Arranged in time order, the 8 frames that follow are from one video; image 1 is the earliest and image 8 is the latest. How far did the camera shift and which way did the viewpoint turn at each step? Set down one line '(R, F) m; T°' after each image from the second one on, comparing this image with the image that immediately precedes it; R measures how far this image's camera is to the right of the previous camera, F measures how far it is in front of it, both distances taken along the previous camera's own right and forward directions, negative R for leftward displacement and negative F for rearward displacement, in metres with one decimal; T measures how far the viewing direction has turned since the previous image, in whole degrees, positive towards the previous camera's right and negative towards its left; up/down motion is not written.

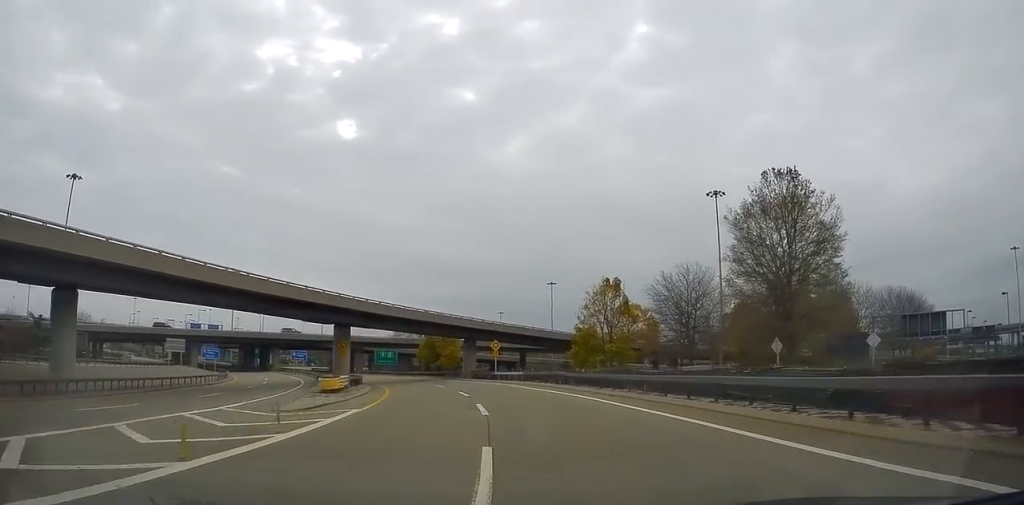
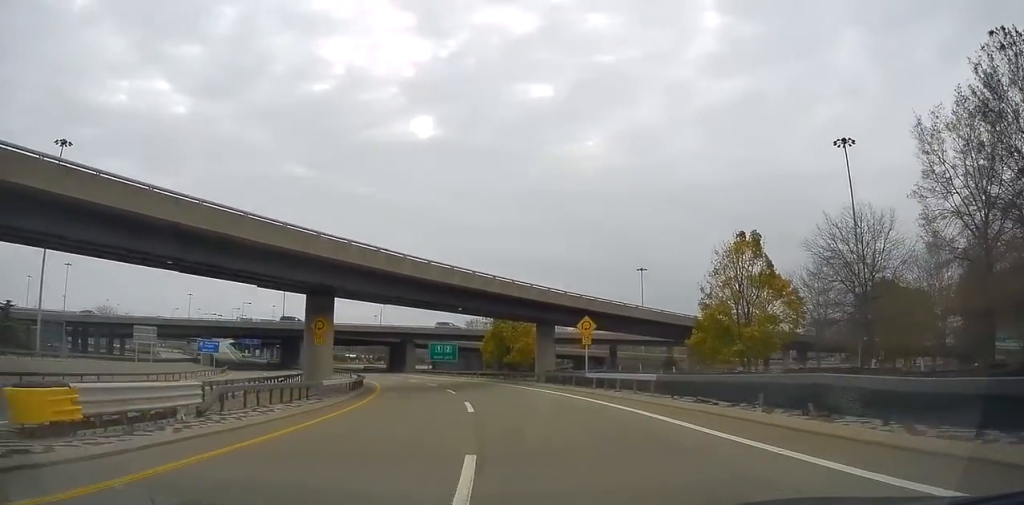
(-0.8, +23.1) m; -6°
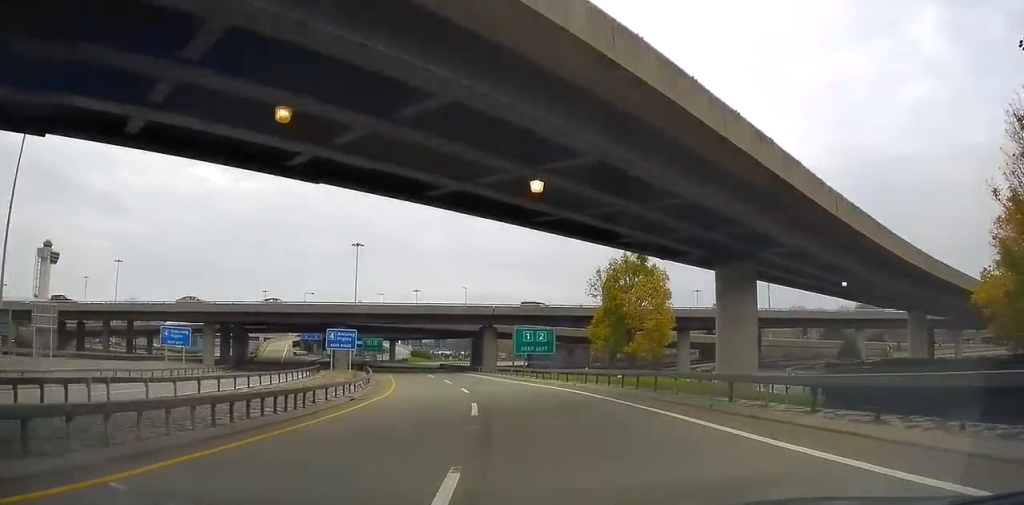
(-1.9, +26.7) m; -9°
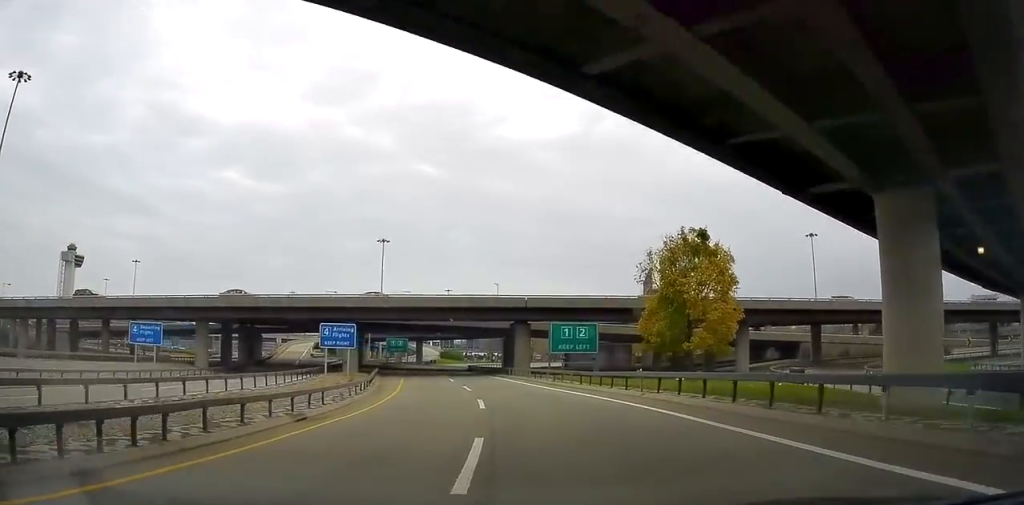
(-0.3, +9.0) m; -3°
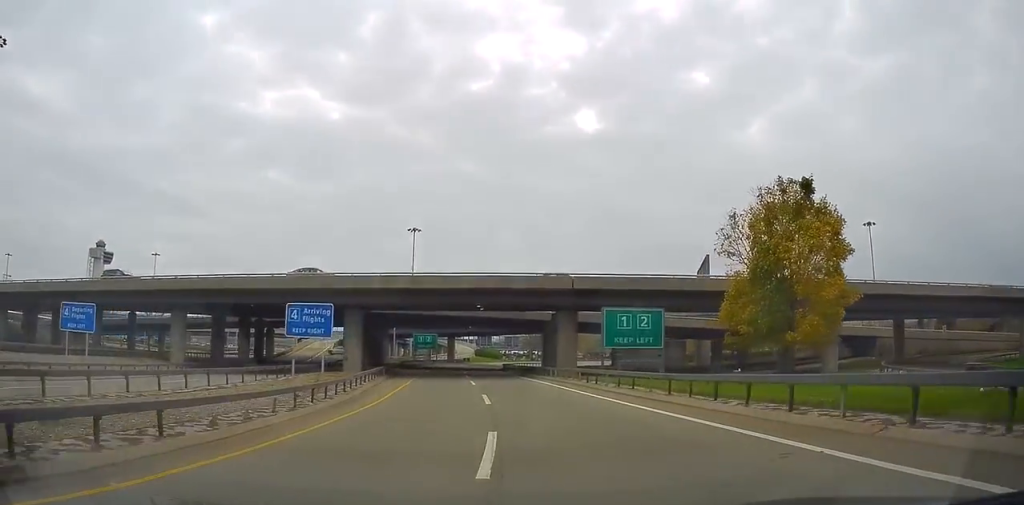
(-0.3, +11.5) m; -4°
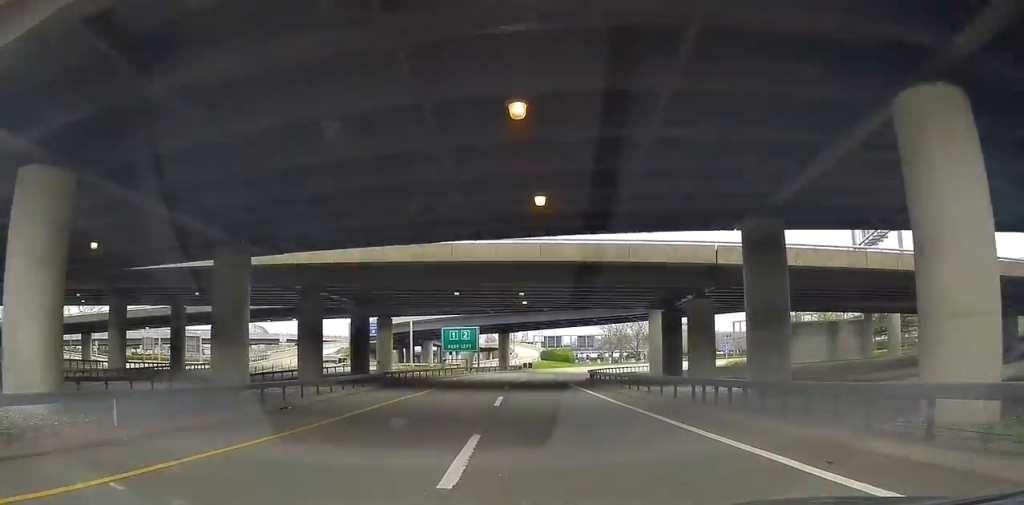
(-5.0, +37.2) m; -13°
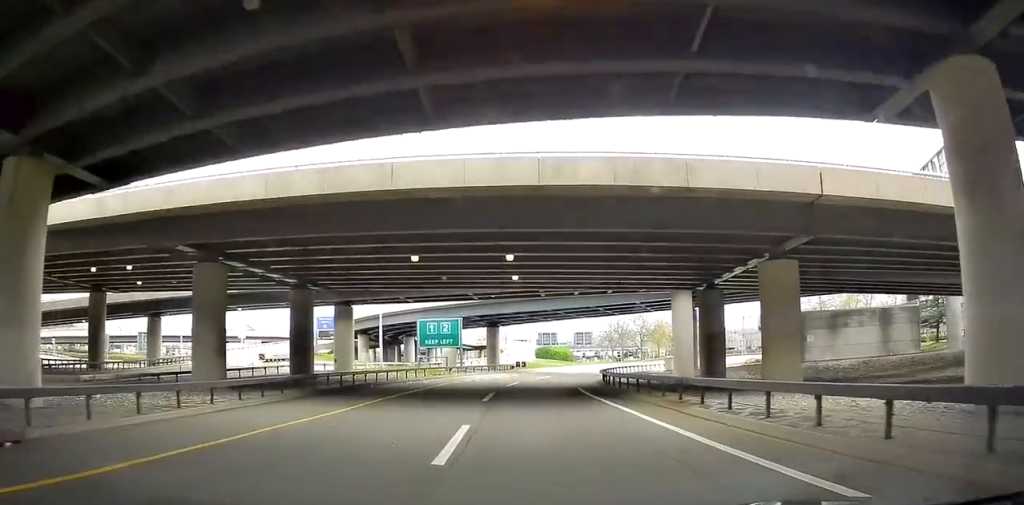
(-0.1, +11.4) m; -3°
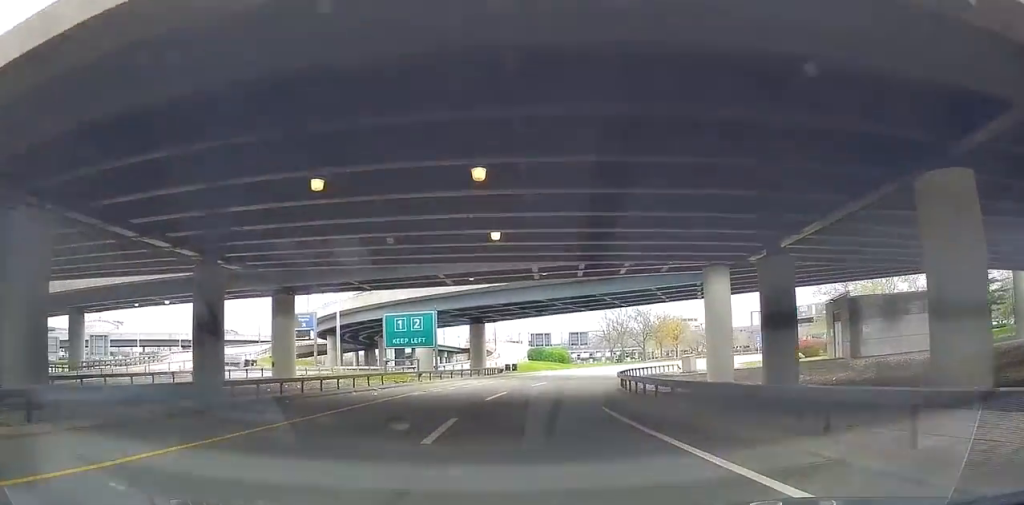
(0.0, +10.8) m; -2°
